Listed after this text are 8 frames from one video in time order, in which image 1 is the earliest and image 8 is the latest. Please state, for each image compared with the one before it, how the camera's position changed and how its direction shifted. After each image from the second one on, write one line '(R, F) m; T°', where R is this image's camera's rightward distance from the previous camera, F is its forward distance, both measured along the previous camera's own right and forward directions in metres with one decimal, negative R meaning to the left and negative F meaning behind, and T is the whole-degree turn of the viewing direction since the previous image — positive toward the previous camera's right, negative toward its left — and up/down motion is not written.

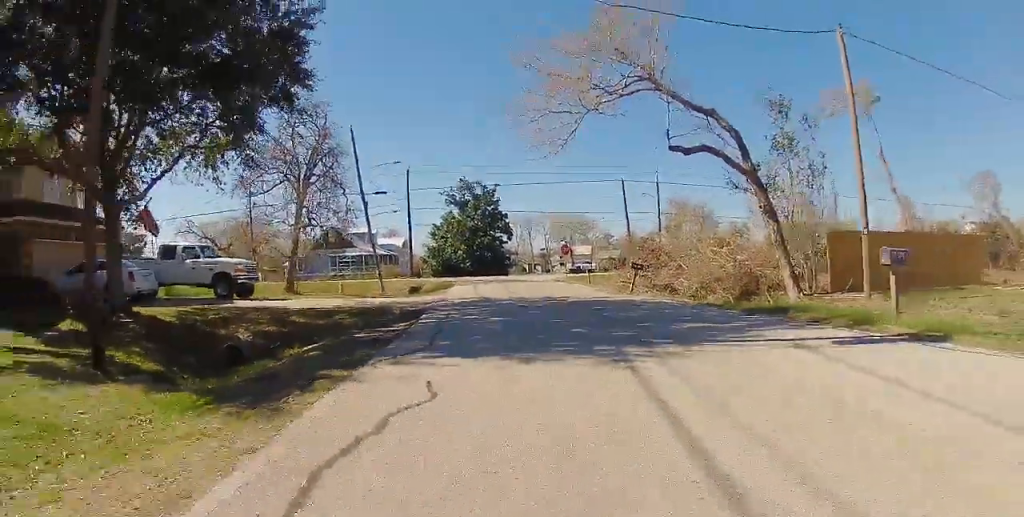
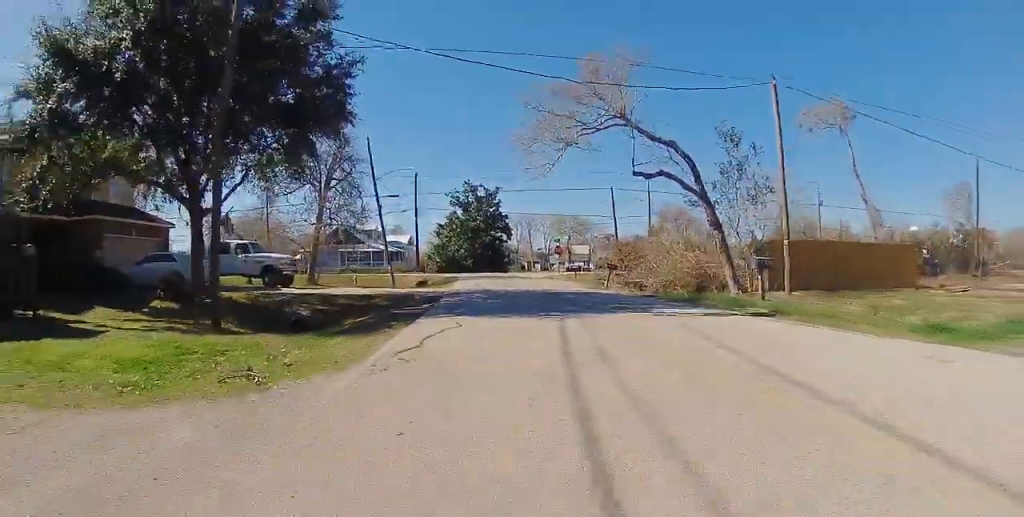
(-0.4, +4.4) m; -1°
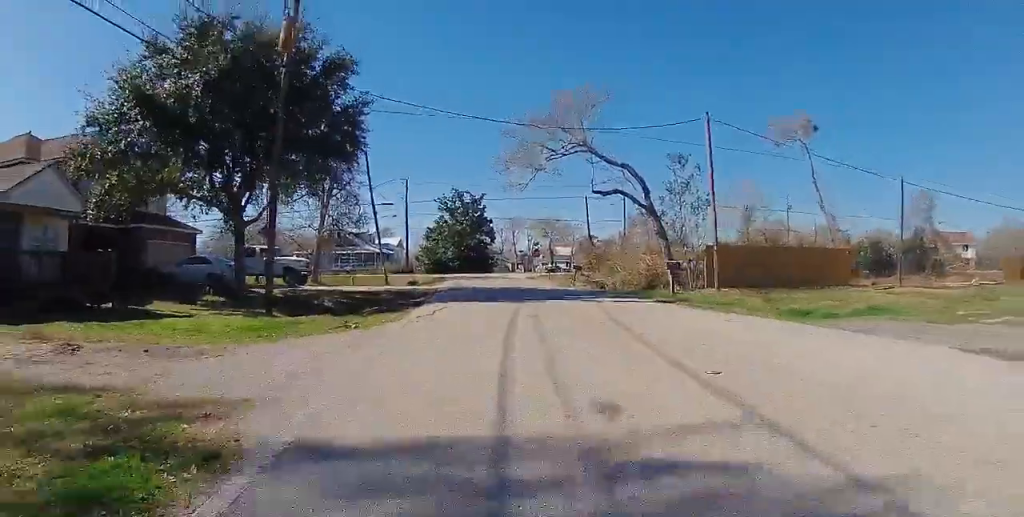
(0.0, +4.6) m; 0°
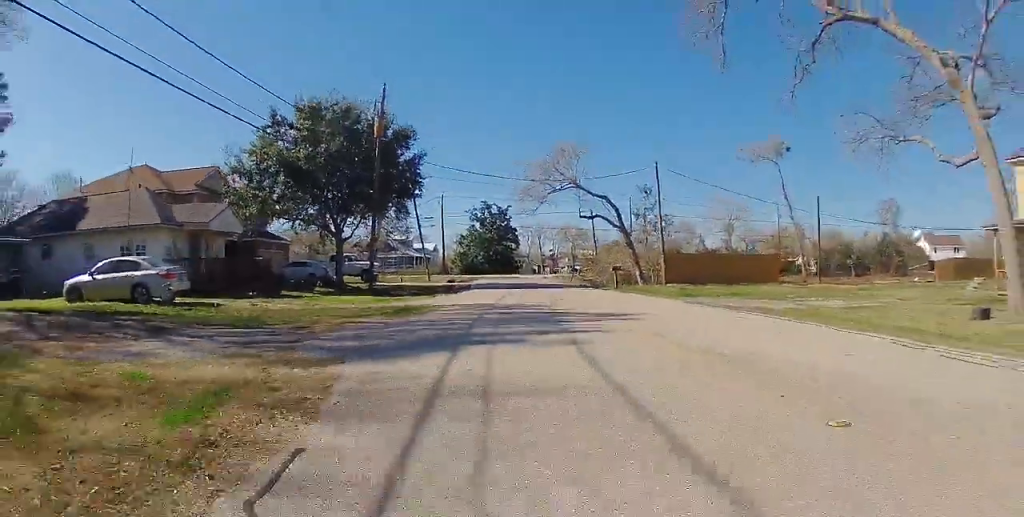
(-0.5, +11.2) m; -7°
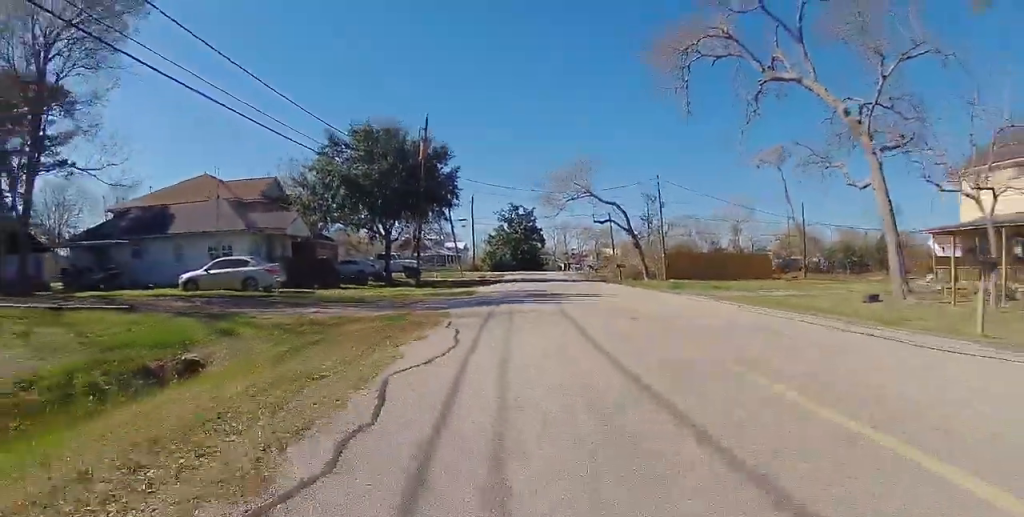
(0.0, +5.8) m; +1°
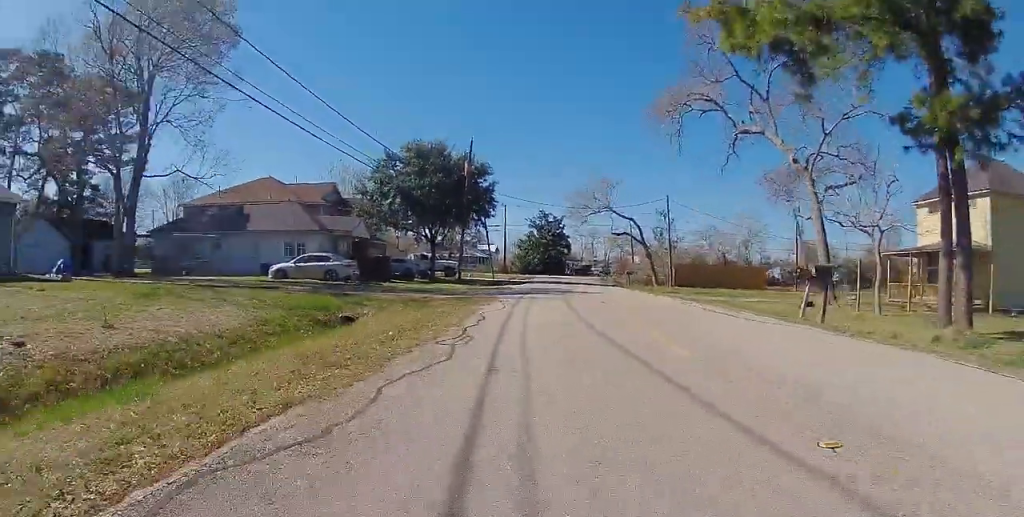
(+0.1, +5.8) m; +2°
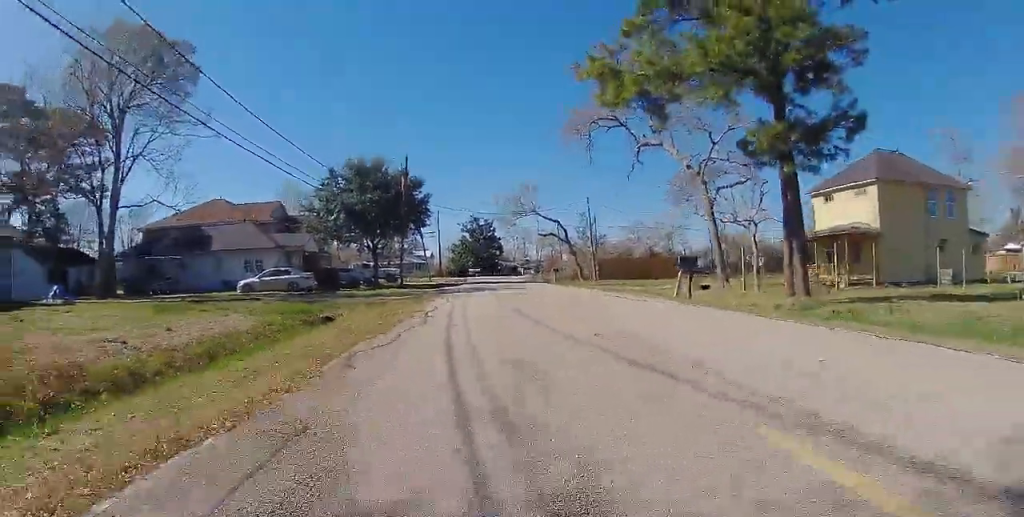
(+0.1, +3.7) m; 0°
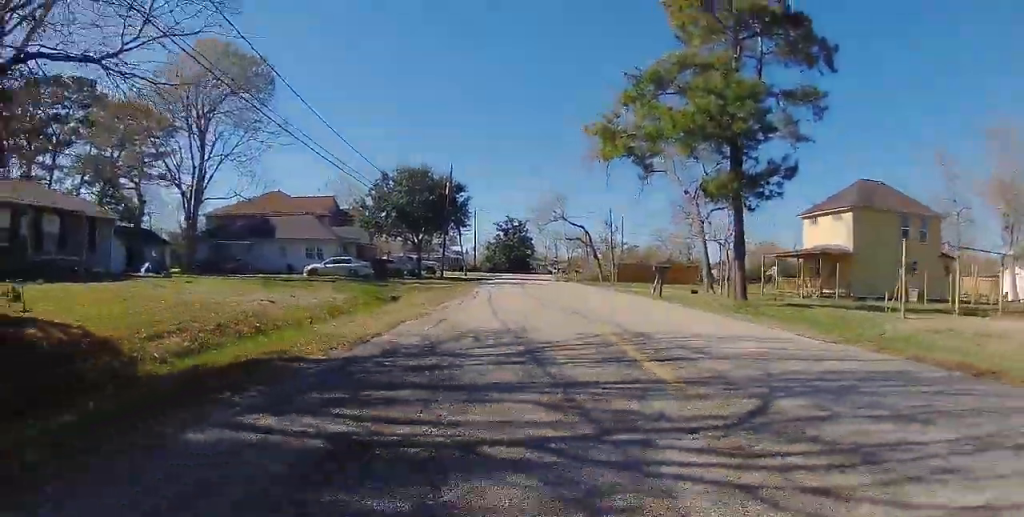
(-0.1, +5.3) m; -2°
